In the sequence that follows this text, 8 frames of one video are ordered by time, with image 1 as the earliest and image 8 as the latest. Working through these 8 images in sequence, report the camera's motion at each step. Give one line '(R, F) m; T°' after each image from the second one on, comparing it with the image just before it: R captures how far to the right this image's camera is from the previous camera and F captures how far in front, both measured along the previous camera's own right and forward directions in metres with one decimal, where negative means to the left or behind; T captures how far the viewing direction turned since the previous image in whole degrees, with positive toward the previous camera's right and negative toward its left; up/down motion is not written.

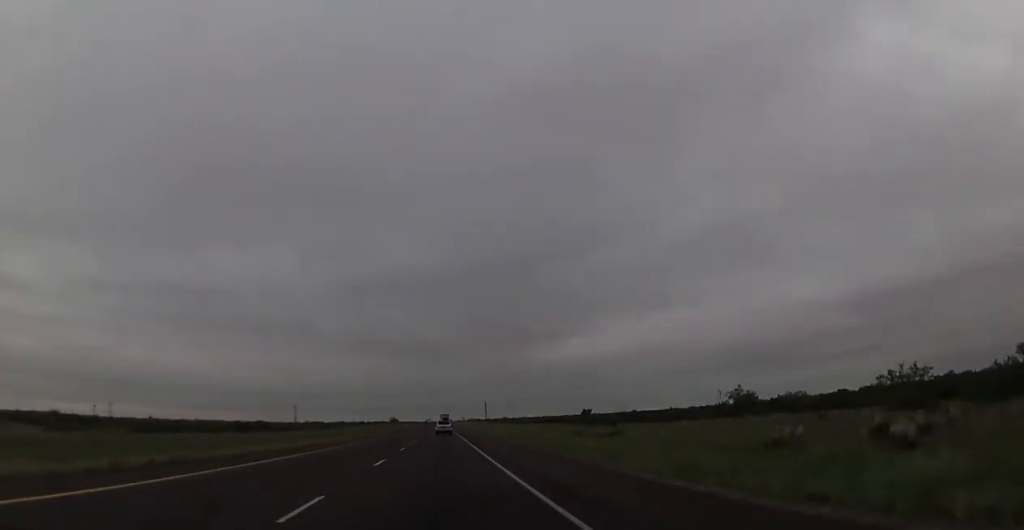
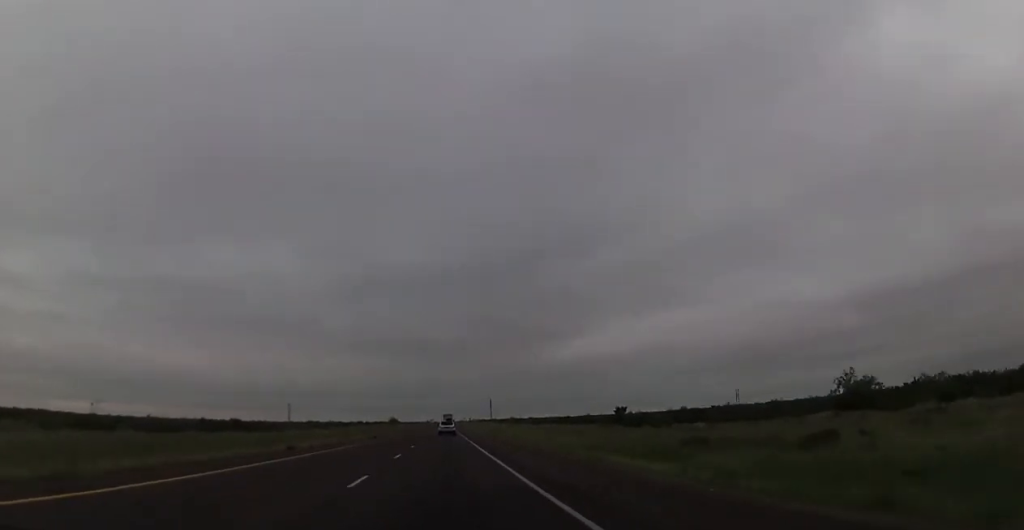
(0.0, +31.0) m; 0°
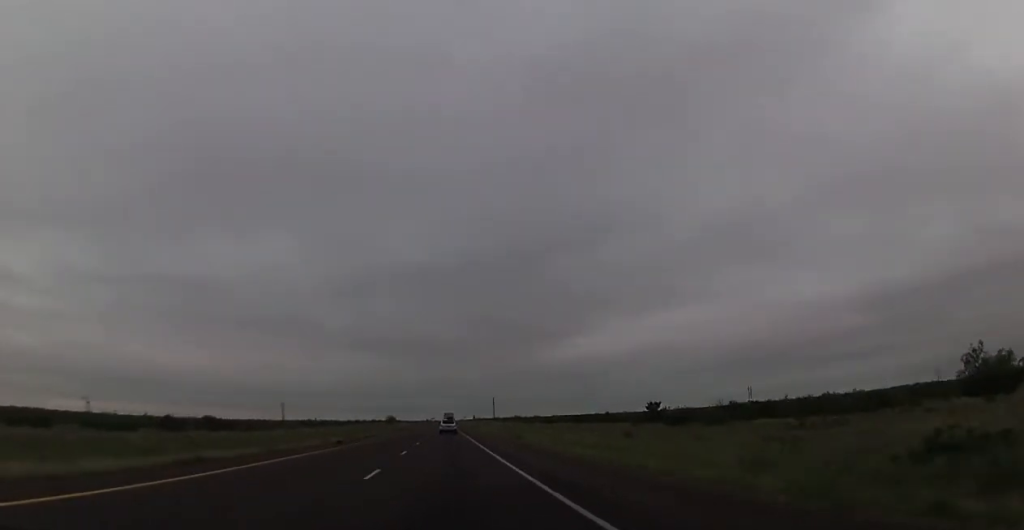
(0.0, +22.4) m; 0°
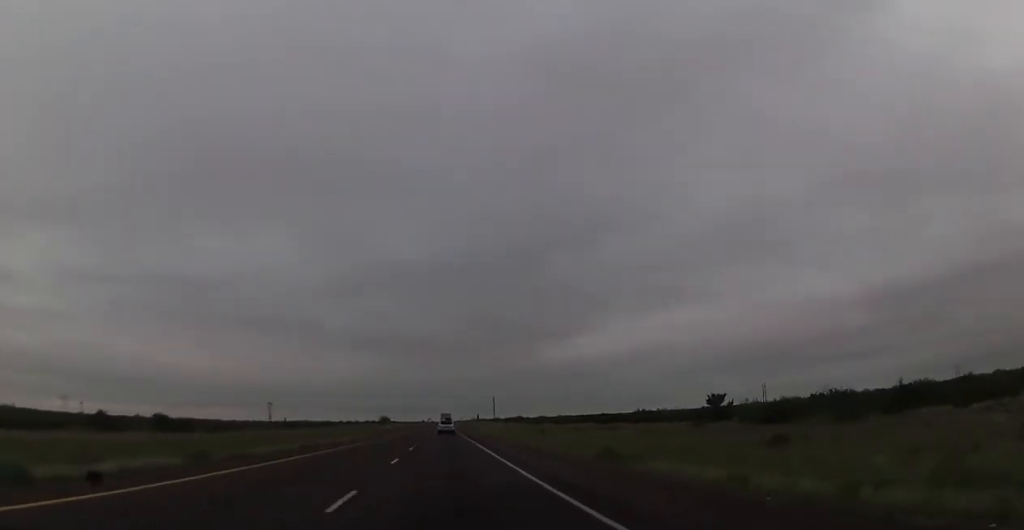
(0.0, +29.9) m; 0°
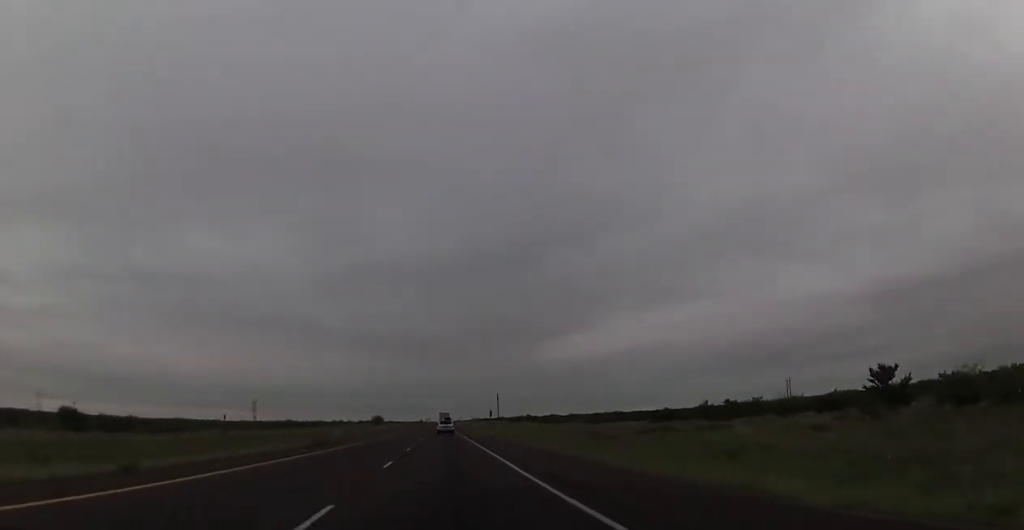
(-0.3, +38.7) m; 0°
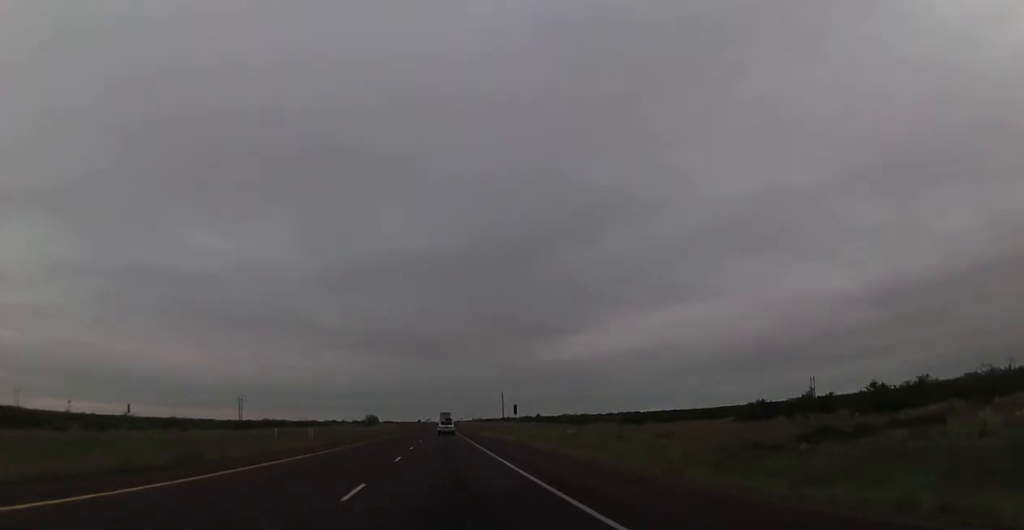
(+0.3, +32.5) m; 0°
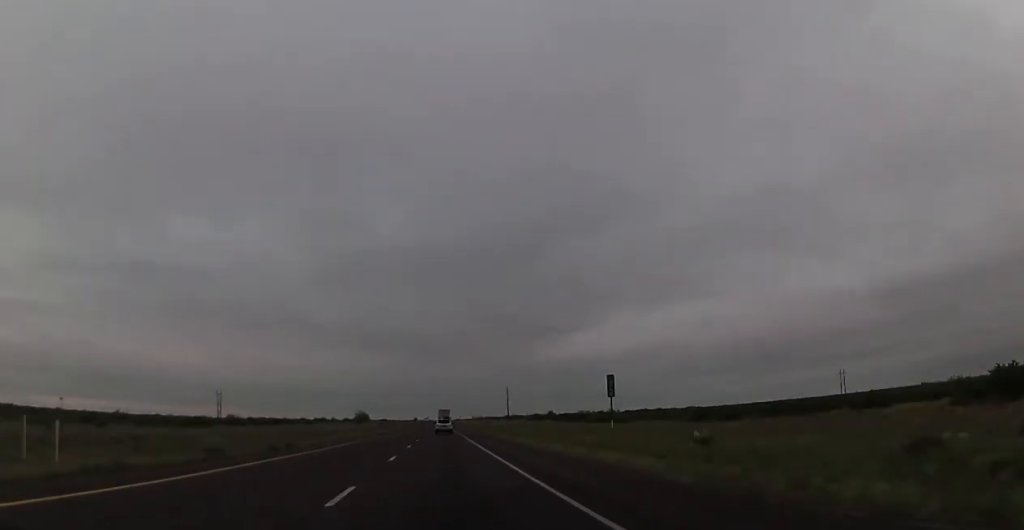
(-0.4, +37.5) m; 0°
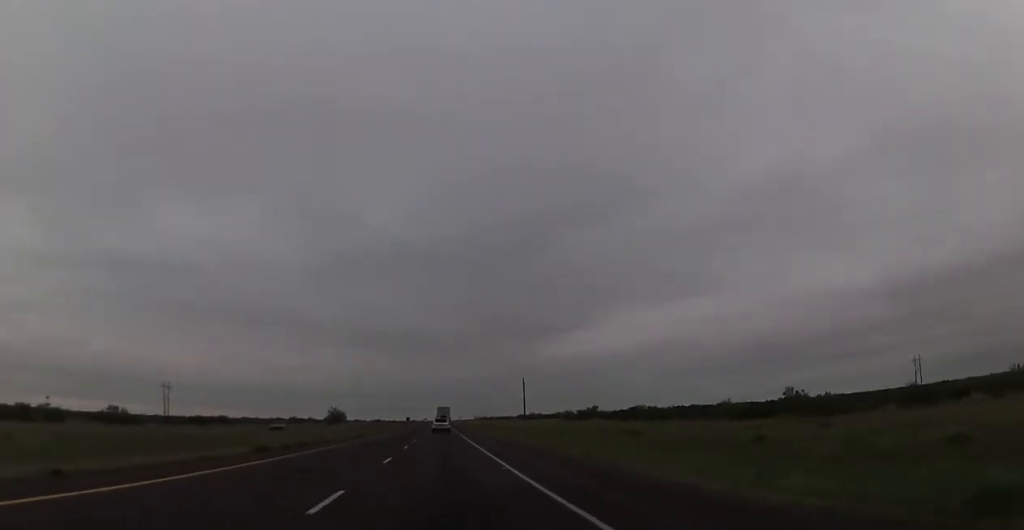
(+0.8, +73.5) m; 0°
